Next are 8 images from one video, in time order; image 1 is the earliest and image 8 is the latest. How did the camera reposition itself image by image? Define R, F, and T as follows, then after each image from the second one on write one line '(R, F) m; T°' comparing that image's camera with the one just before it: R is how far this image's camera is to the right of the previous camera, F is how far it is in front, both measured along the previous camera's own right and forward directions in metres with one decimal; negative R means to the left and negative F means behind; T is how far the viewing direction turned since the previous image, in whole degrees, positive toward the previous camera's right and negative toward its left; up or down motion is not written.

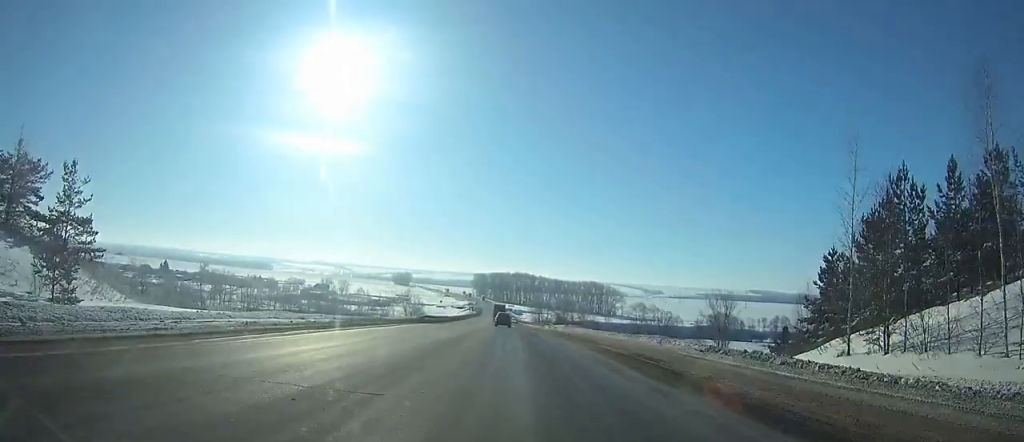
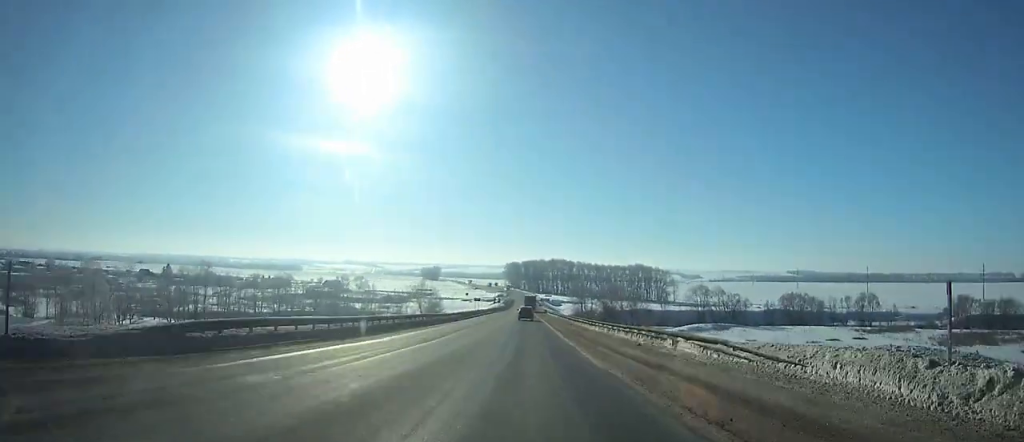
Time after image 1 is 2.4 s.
(-2.9, +49.4) m; -3°
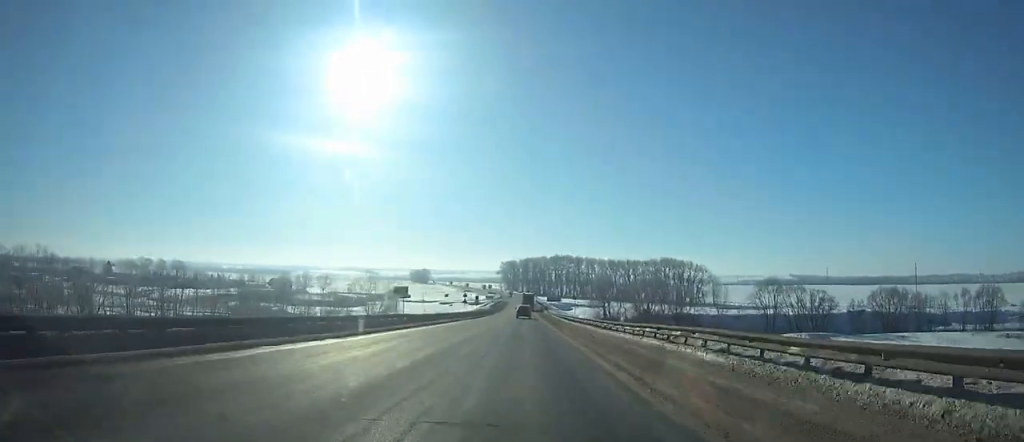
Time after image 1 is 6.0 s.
(+0.1, +74.8) m; 0°
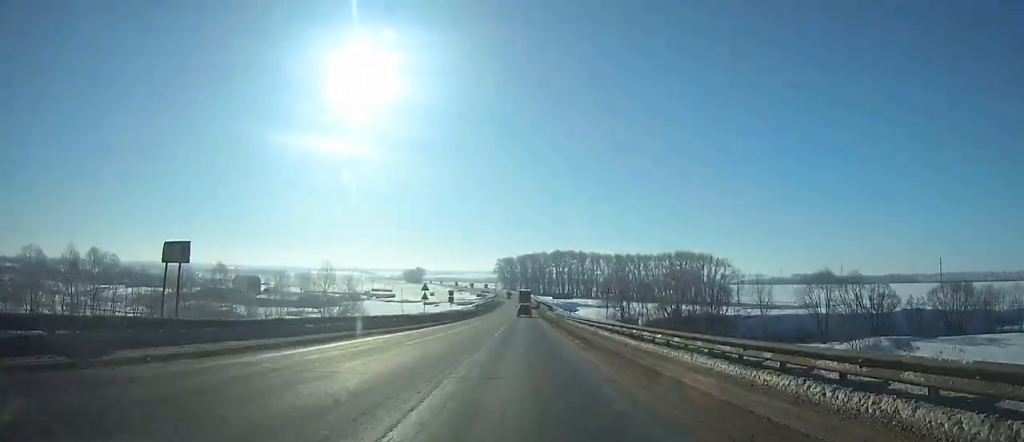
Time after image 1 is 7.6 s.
(0.0, +33.4) m; 0°
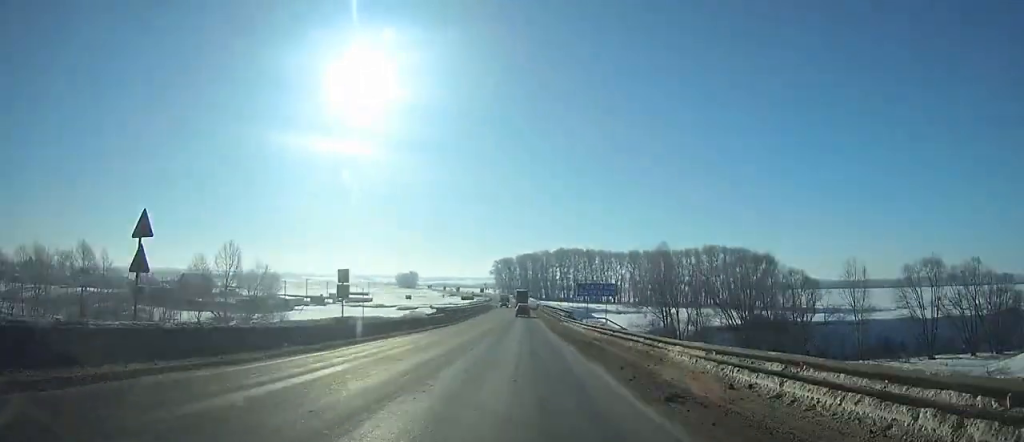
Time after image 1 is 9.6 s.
(-0.1, +41.9) m; 0°
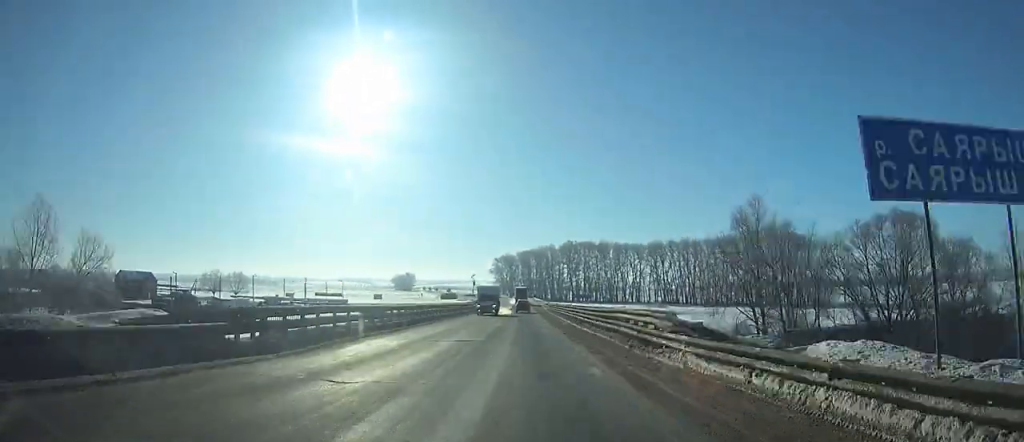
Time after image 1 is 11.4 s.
(-0.1, +37.5) m; 0°
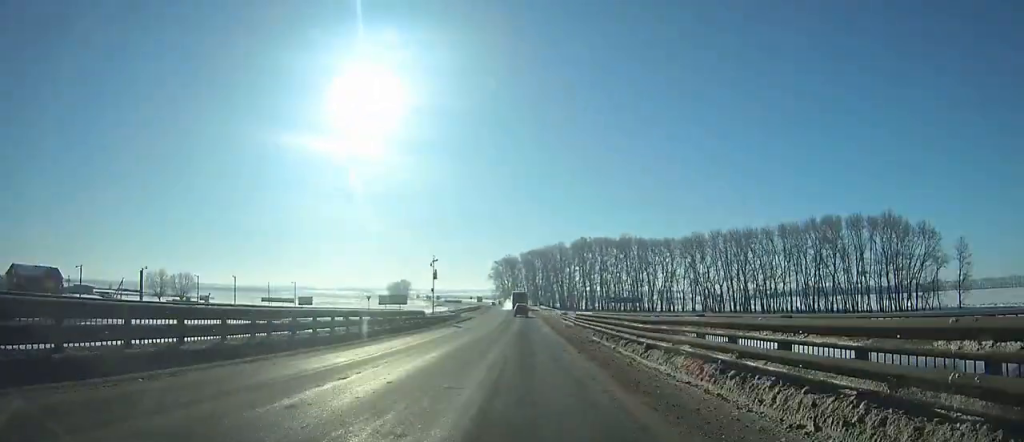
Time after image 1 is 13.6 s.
(-0.1, +45.7) m; 0°
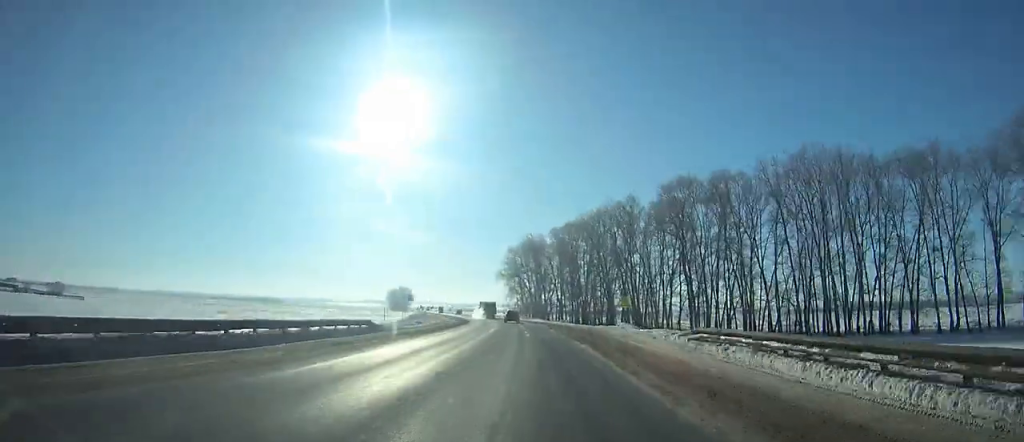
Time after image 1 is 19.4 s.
(-1.9, +118.1) m; -3°
